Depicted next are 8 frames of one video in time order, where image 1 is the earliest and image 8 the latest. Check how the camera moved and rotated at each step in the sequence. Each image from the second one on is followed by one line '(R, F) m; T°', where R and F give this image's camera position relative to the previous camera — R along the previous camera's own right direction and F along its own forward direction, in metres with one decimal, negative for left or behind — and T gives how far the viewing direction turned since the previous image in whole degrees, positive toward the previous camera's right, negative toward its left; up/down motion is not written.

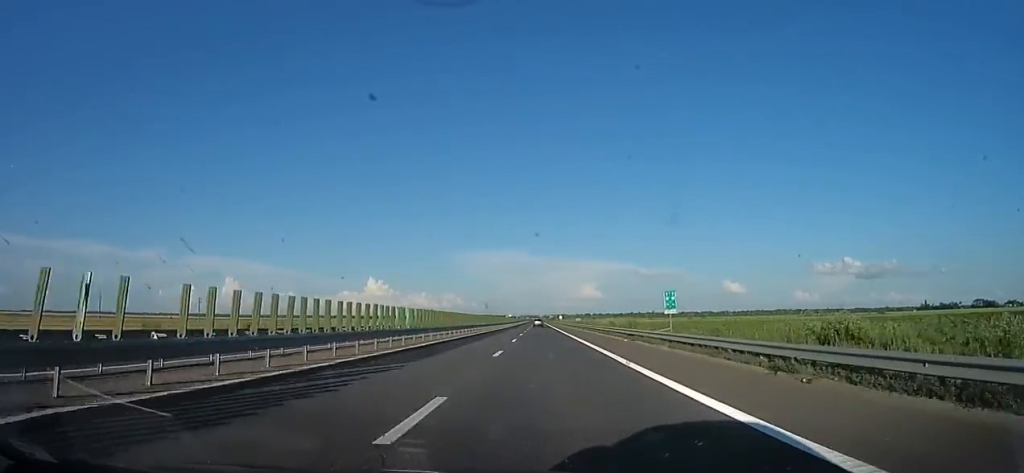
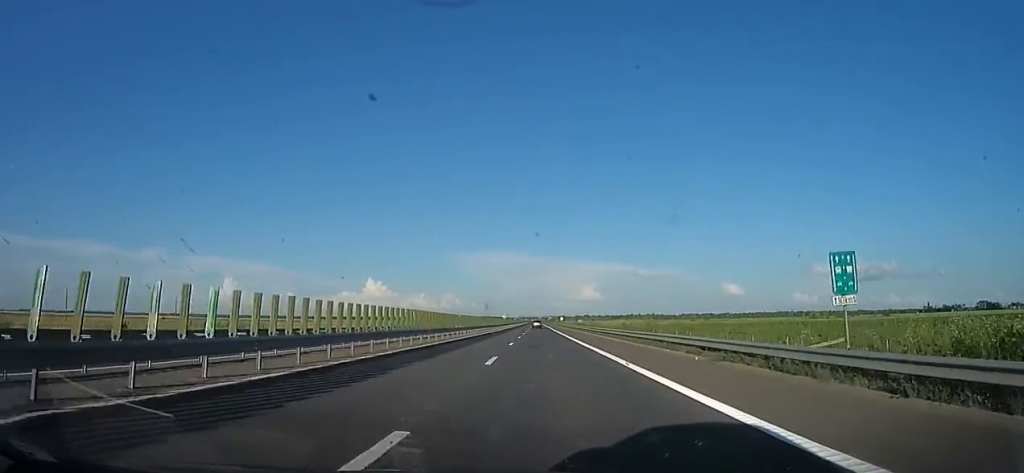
(-0.2, +14.4) m; -1°
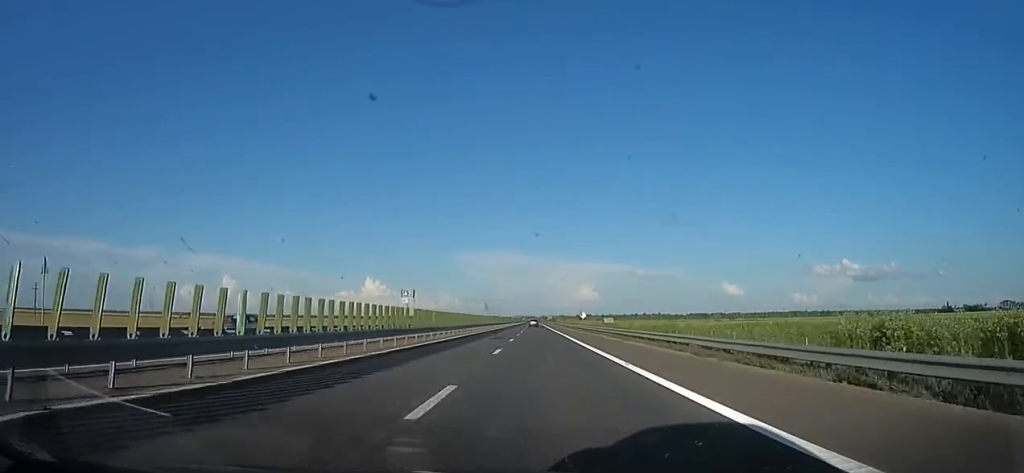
(0.0, +68.3) m; +2°
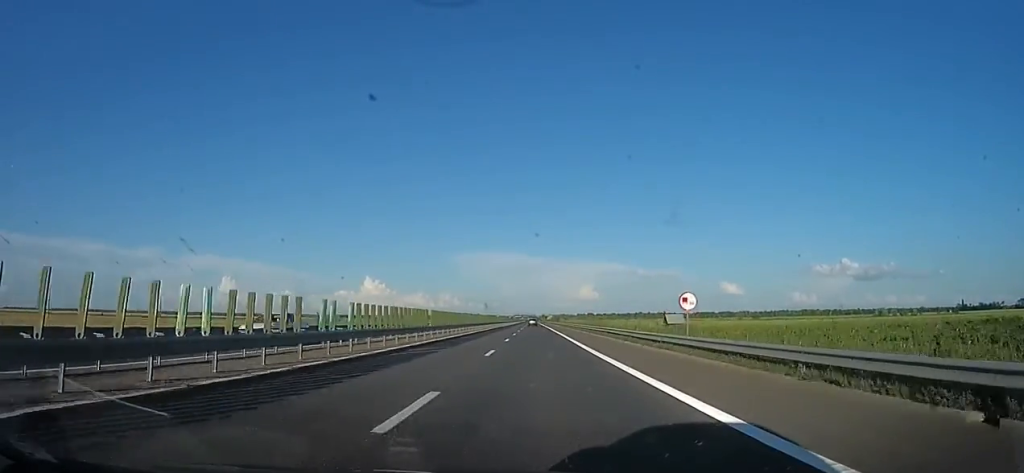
(+1.0, +49.0) m; -1°
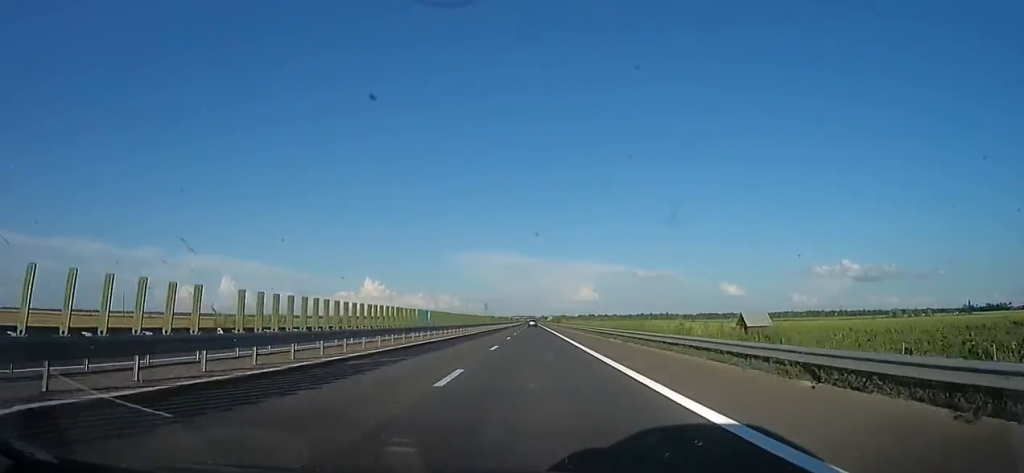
(-0.6, +20.3) m; -1°
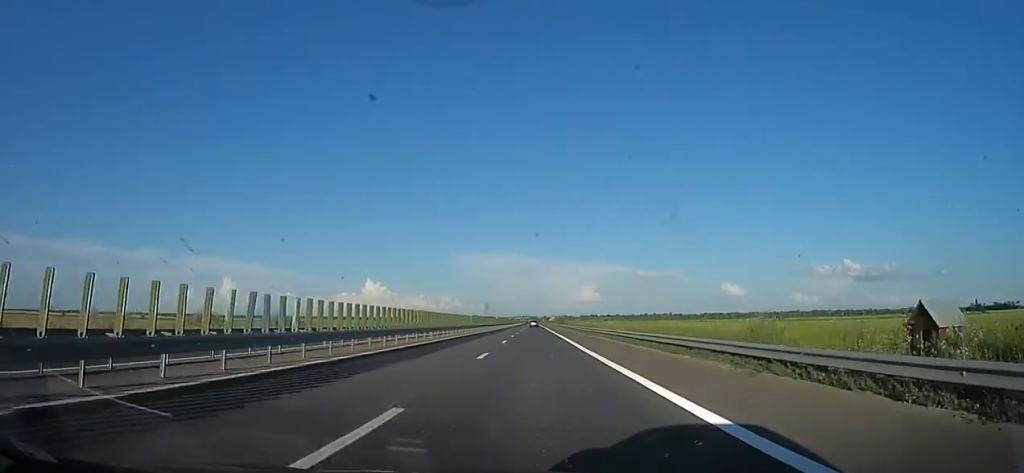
(-0.1, +17.3) m; 0°
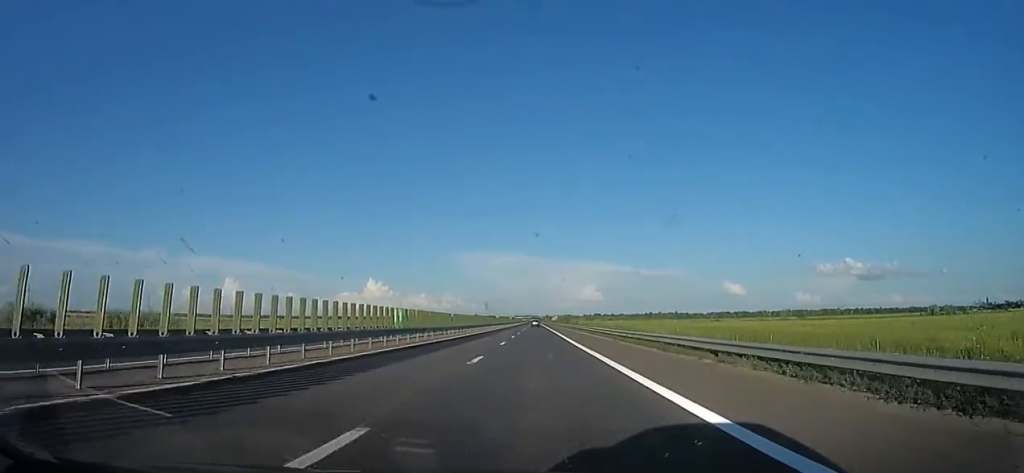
(0.0, +26.3) m; 0°
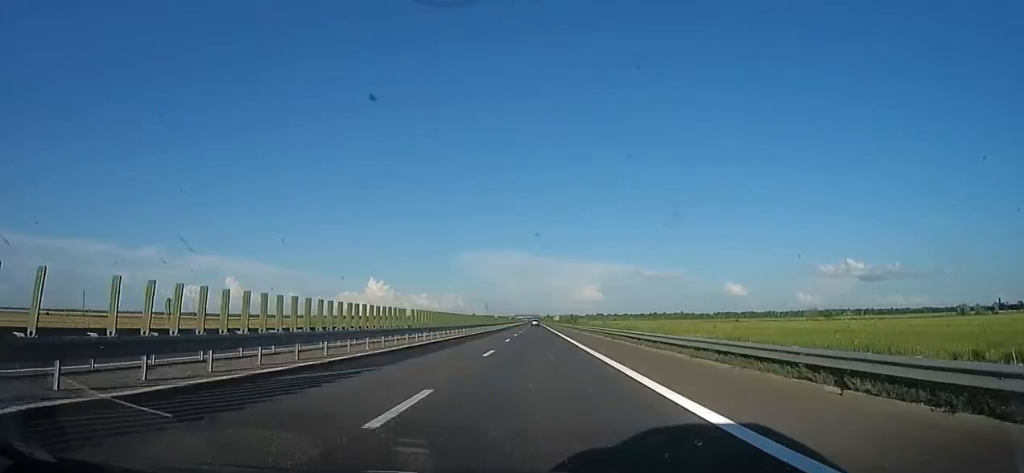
(0.0, +32.6) m; +2°
